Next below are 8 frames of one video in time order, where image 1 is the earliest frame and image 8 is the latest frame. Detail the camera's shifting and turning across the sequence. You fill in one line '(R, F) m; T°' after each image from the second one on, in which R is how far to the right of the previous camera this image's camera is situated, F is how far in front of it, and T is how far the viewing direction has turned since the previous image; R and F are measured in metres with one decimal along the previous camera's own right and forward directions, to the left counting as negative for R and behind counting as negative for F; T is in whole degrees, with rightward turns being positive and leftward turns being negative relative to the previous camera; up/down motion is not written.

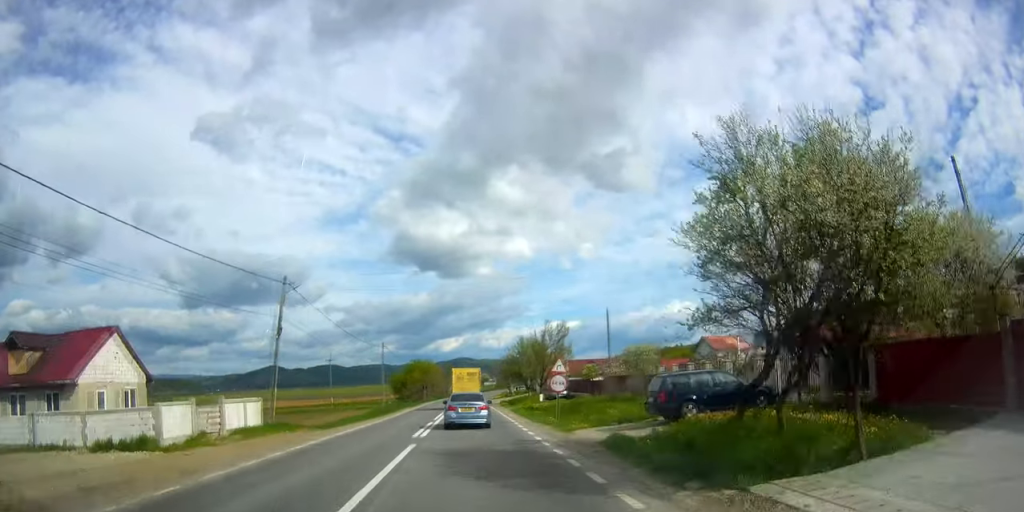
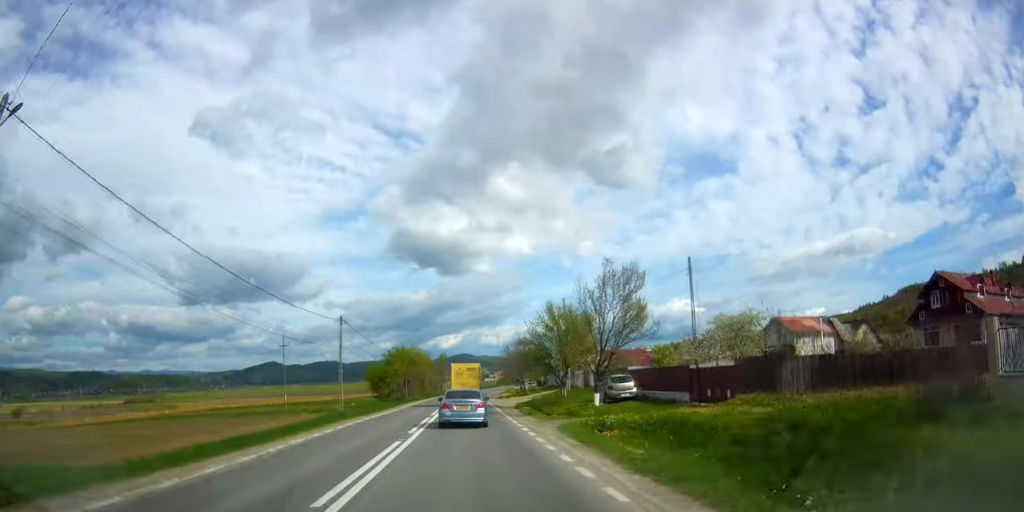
(+0.3, +24.3) m; 0°
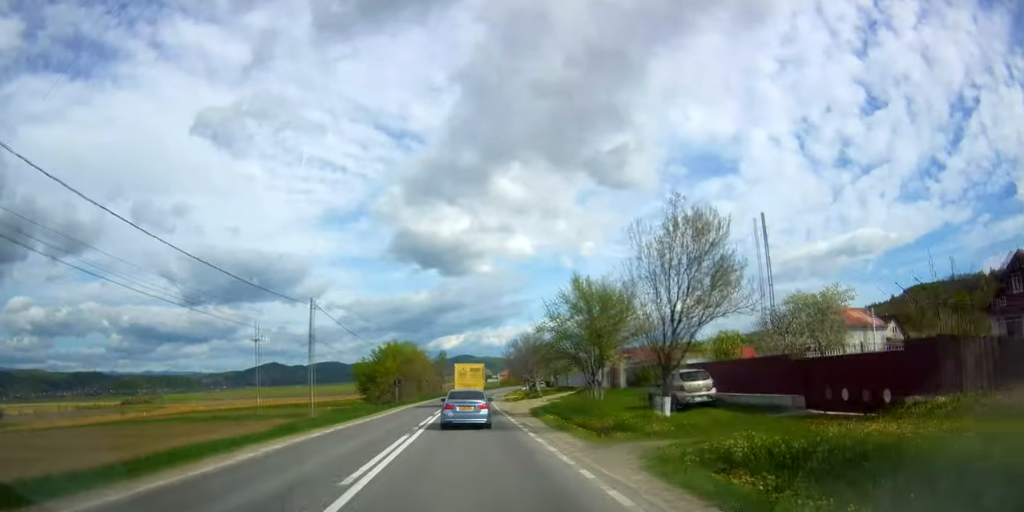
(-0.1, +10.1) m; 0°
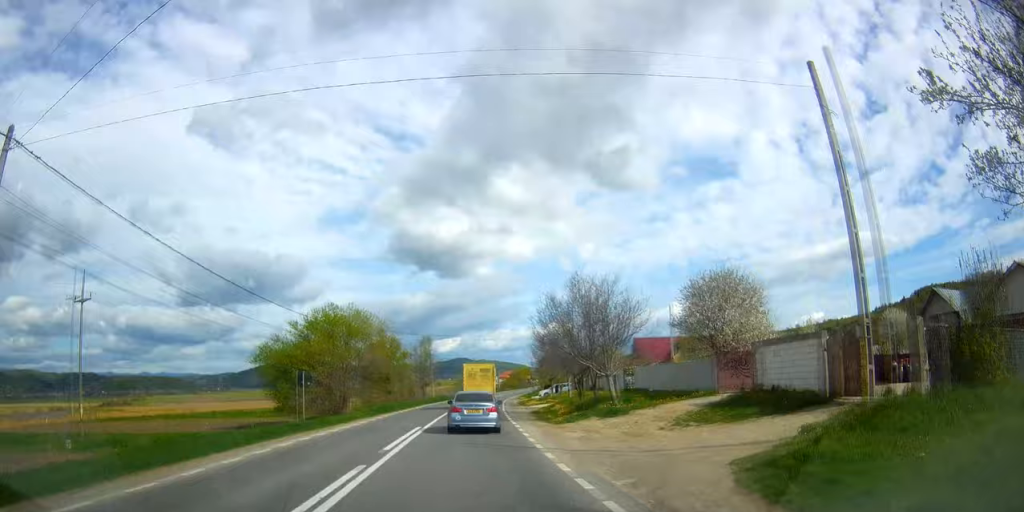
(0.0, +31.7) m; +1°
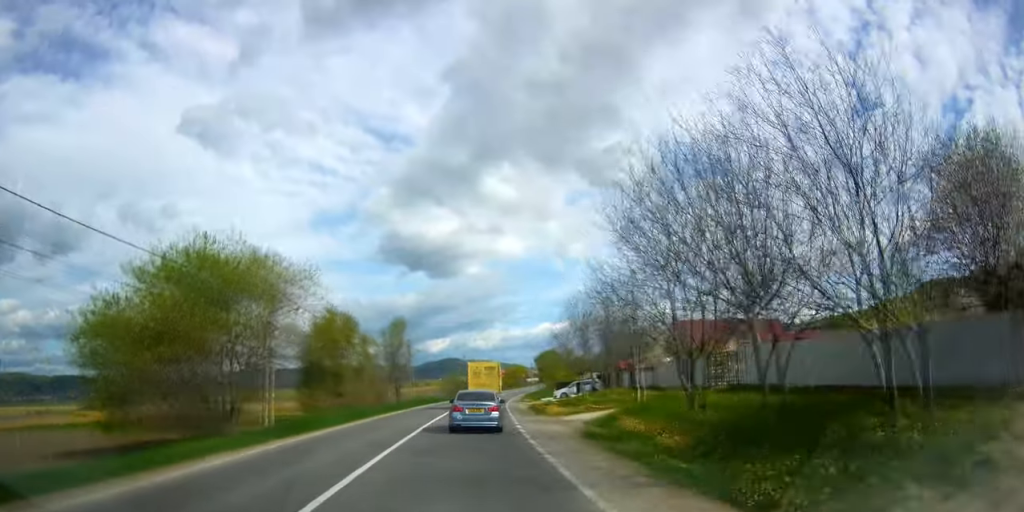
(+0.3, +19.5) m; 0°
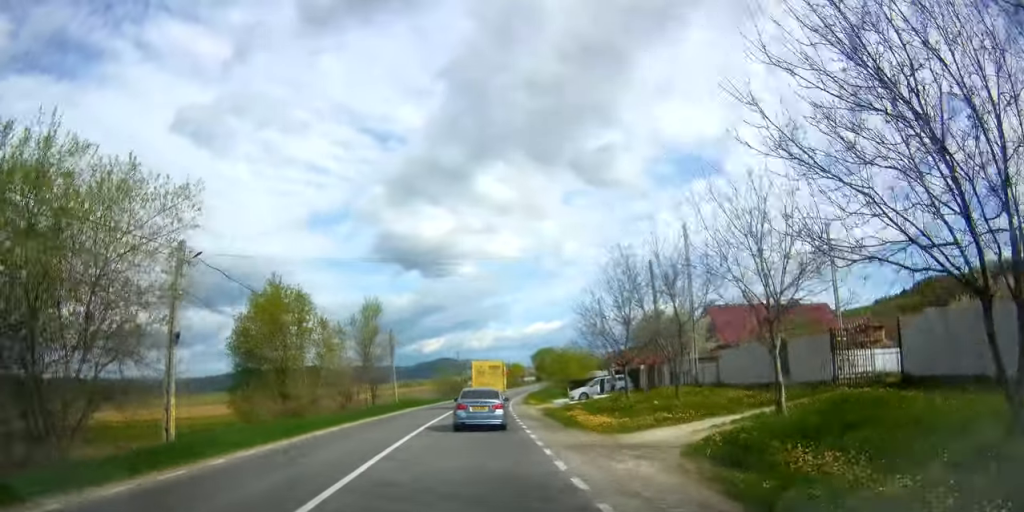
(-0.1, +11.3) m; 0°
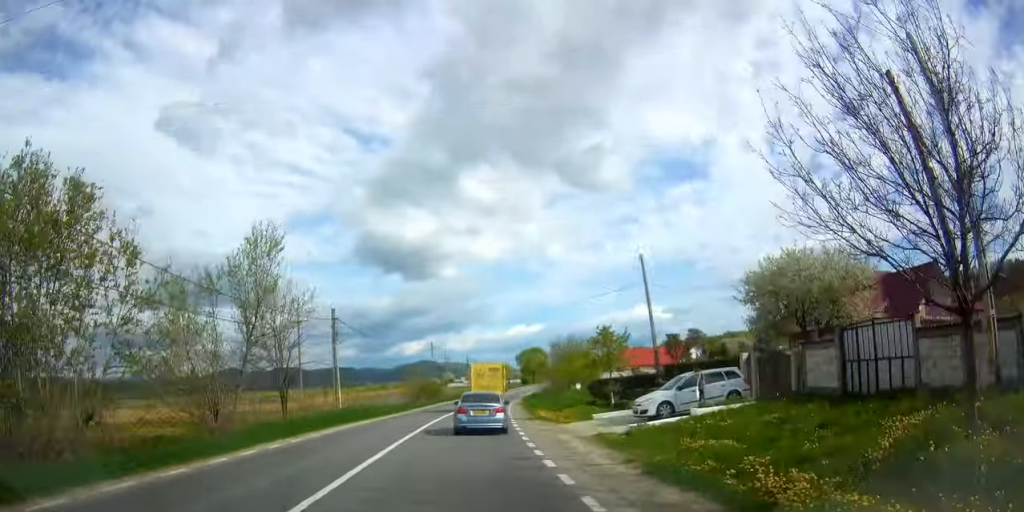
(0.0, +19.8) m; +1°
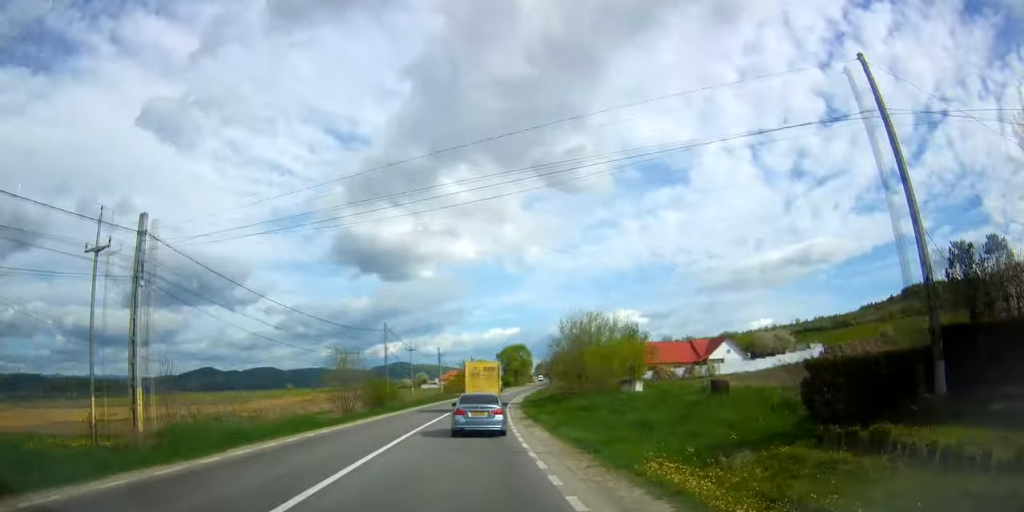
(+0.4, +25.6) m; +2°
